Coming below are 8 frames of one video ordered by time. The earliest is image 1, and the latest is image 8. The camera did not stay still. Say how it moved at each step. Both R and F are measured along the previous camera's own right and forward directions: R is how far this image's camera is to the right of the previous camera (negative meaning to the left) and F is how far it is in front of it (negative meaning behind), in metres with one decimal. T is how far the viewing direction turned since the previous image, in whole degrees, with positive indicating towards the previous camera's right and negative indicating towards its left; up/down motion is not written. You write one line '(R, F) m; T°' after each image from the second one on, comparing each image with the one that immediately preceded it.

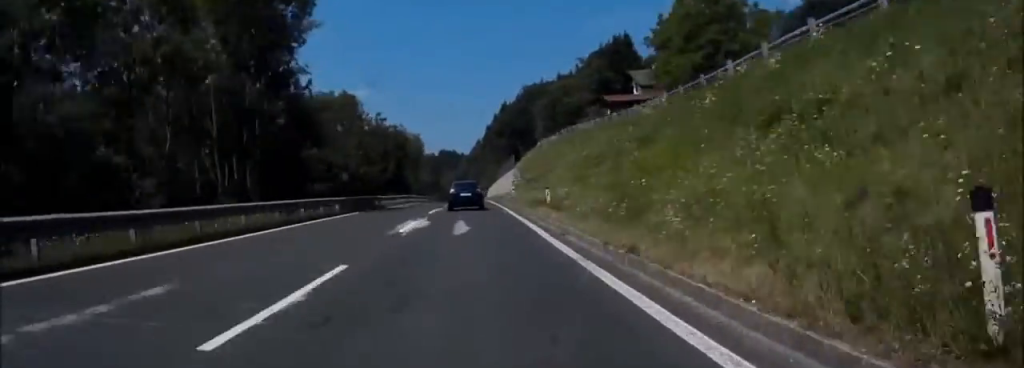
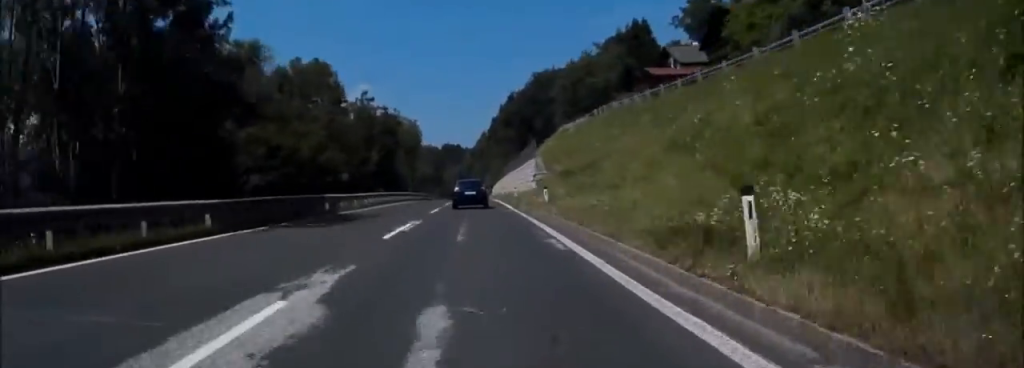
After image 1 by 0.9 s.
(-0.1, +18.7) m; 0°
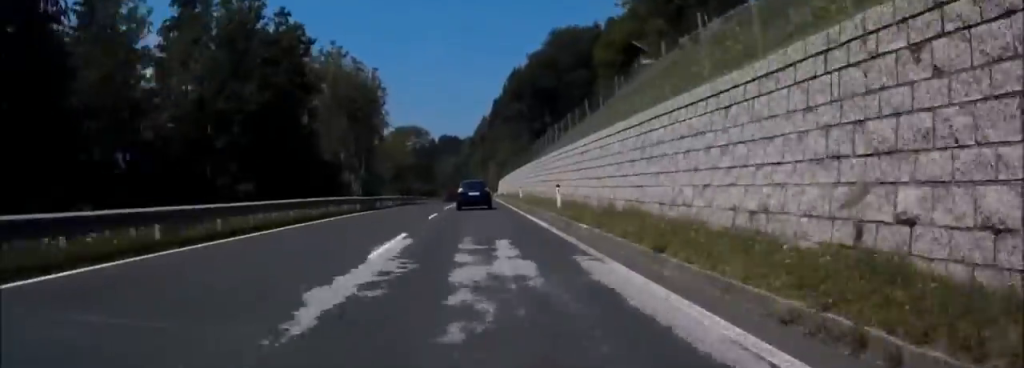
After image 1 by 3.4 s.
(+0.1, +49.0) m; 0°
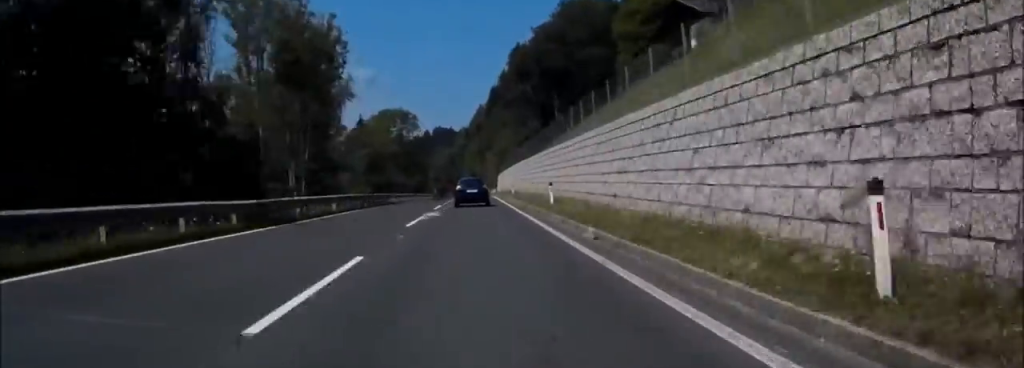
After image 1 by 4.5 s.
(0.0, +20.9) m; 0°
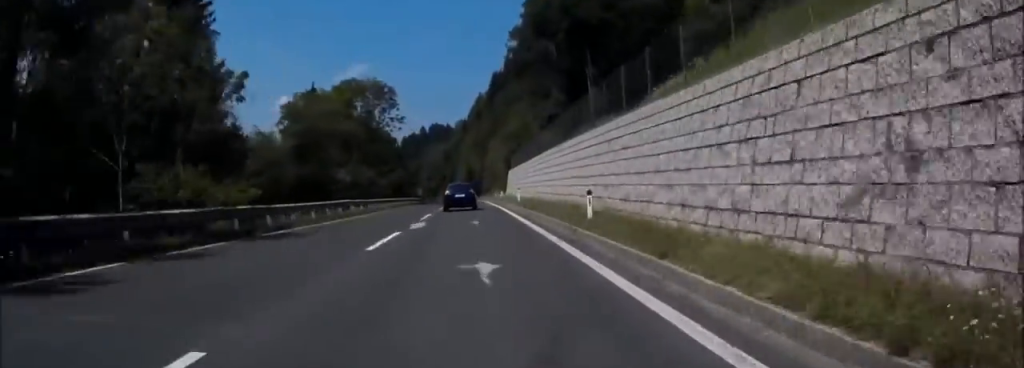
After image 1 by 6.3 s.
(-0.2, +36.9) m; 0°
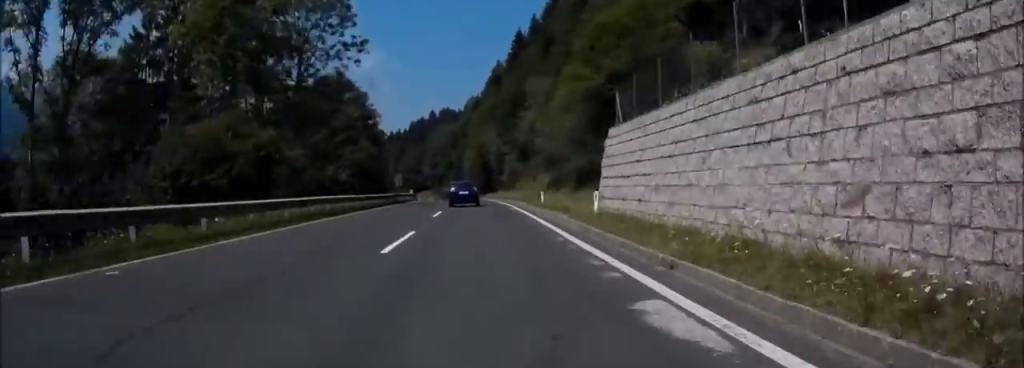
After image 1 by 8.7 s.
(-0.3, +47.0) m; -1°
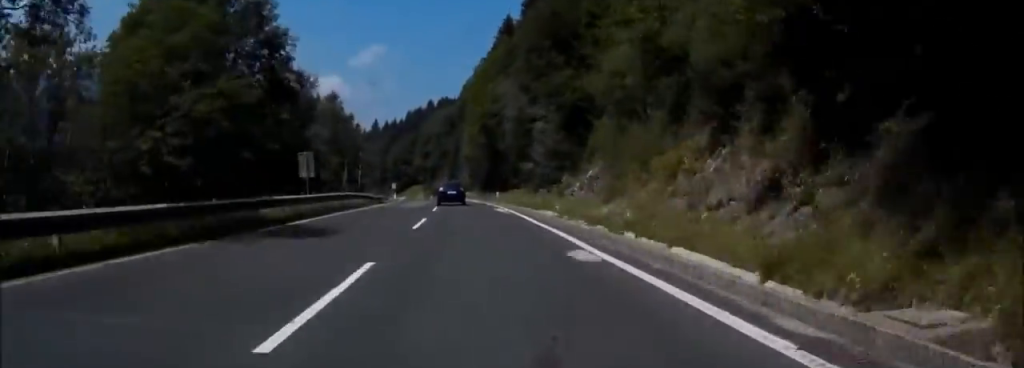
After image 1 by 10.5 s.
(-0.4, +38.0) m; -2°
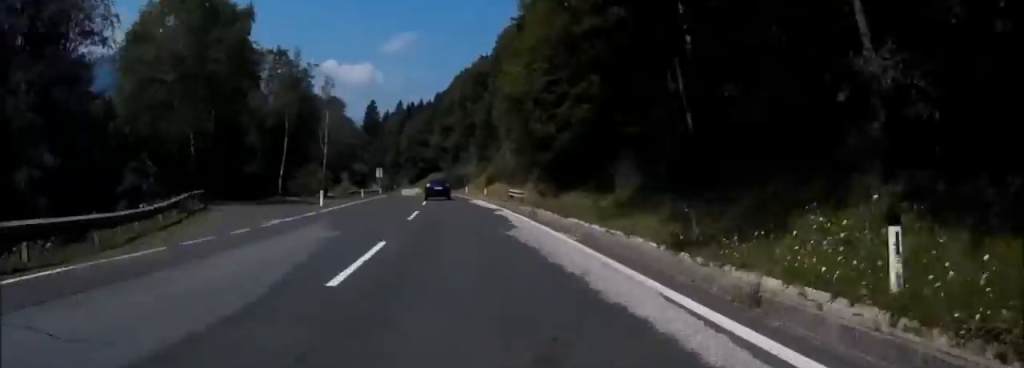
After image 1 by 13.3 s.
(-2.0, +58.2) m; -3°
